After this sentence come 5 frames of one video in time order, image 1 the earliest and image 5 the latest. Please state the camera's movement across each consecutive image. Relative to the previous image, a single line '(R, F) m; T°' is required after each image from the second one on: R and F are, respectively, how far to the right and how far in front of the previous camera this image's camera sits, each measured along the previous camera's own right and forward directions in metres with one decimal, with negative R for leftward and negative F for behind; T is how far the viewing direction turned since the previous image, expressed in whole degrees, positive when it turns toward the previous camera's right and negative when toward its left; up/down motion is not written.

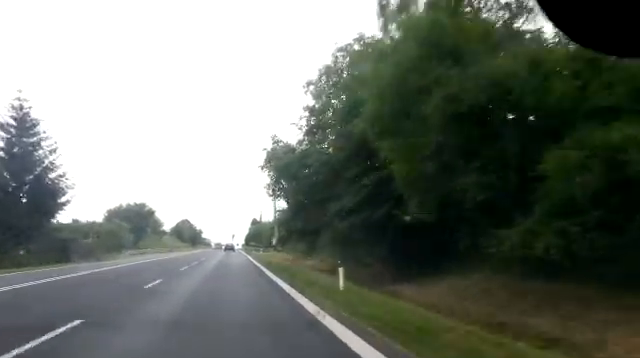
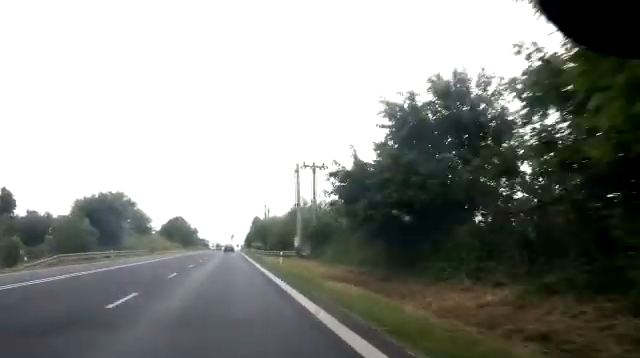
(+0.1, +21.6) m; 0°
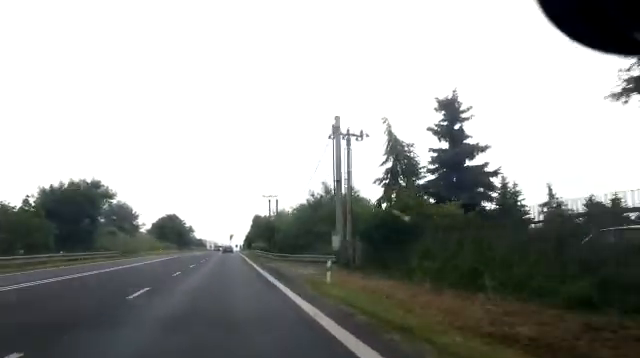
(0.0, +15.3) m; 0°
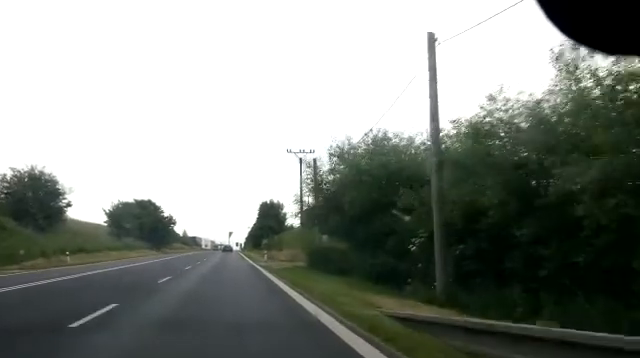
(-0.8, +47.4) m; -1°
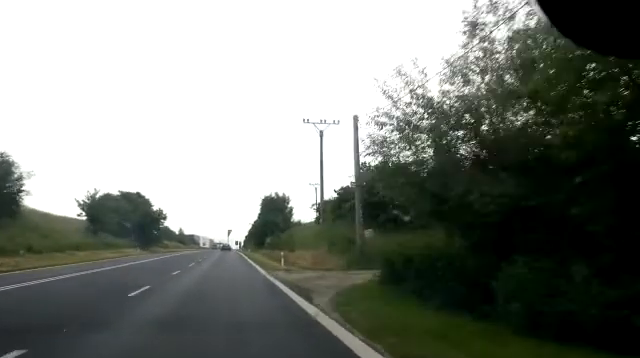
(0.0, +13.3) m; 0°
